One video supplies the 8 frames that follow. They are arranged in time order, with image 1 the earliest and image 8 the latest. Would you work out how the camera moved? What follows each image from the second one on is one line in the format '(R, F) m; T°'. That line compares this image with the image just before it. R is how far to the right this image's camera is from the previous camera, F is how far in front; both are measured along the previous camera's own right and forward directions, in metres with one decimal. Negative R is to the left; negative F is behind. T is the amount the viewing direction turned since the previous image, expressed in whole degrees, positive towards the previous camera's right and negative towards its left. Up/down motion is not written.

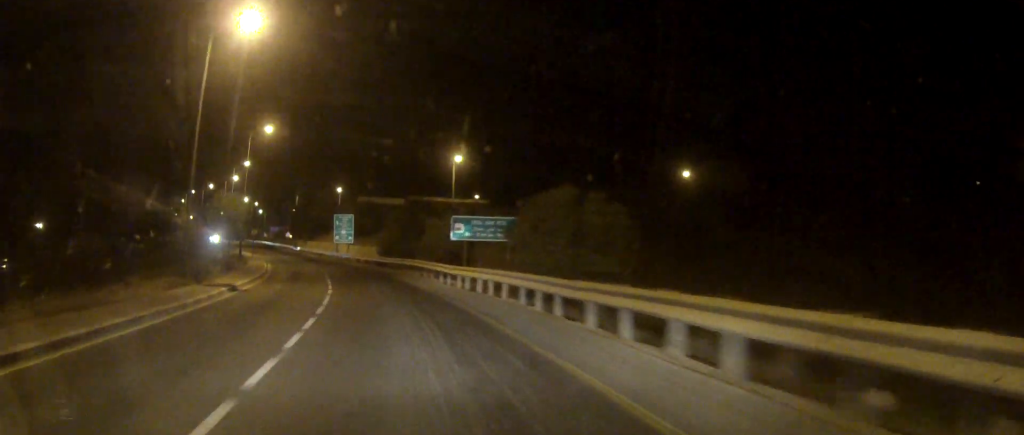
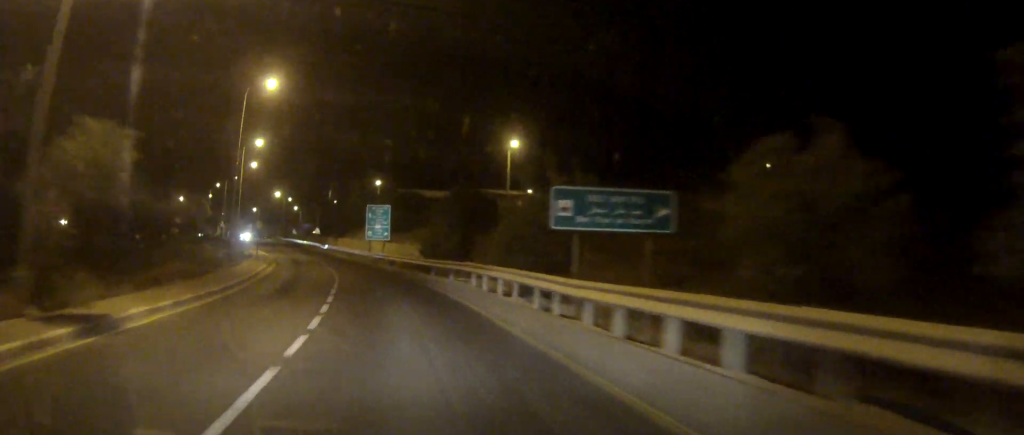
(-0.2, +15.3) m; -2°
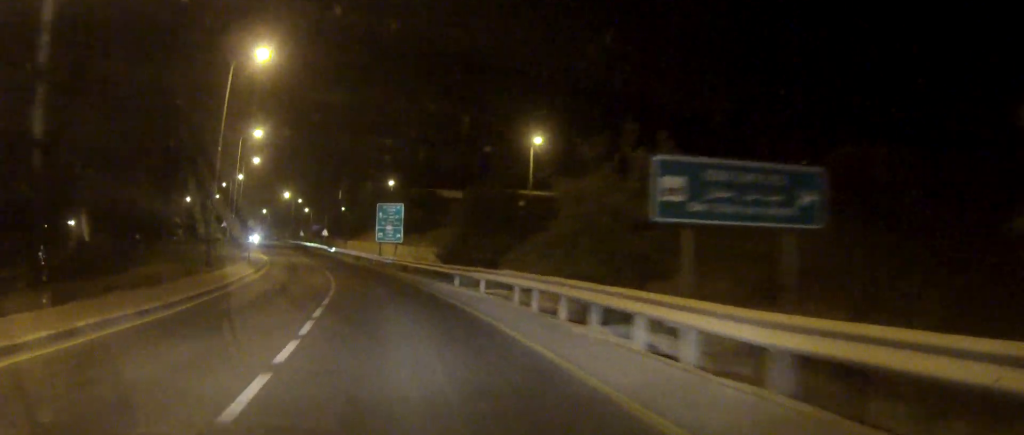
(-0.2, +7.0) m; -1°
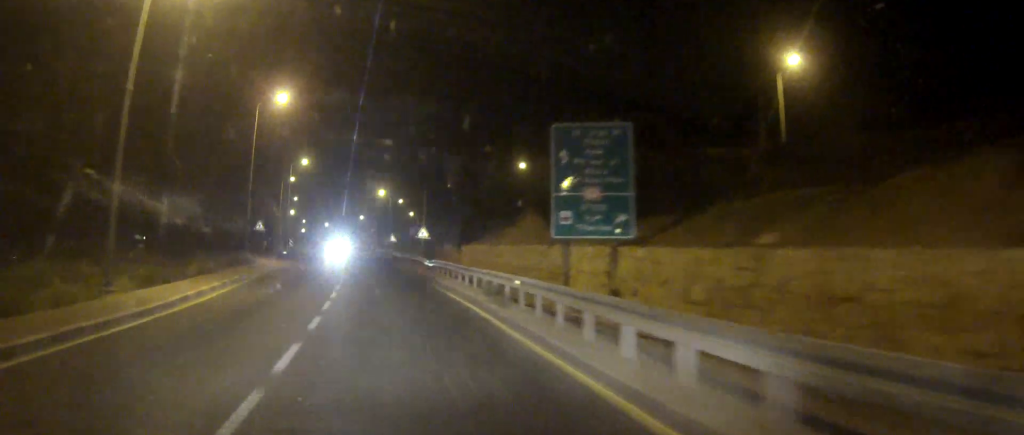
(-3.1, +41.3) m; -9°
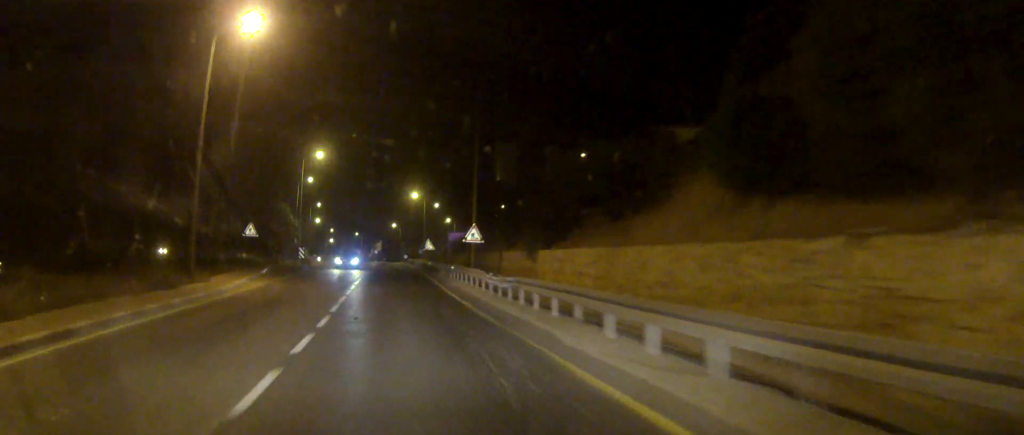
(-0.6, +17.5) m; -3°
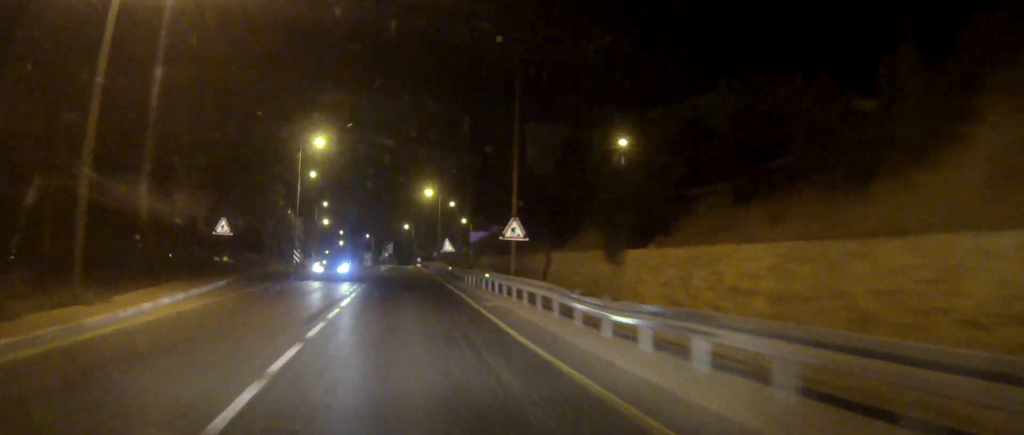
(-0.1, +11.2) m; -1°
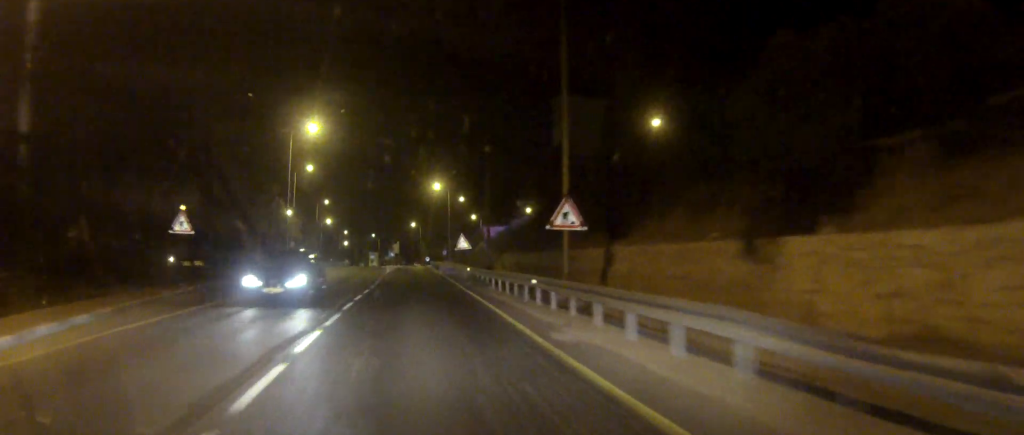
(0.0, +8.9) m; -1°
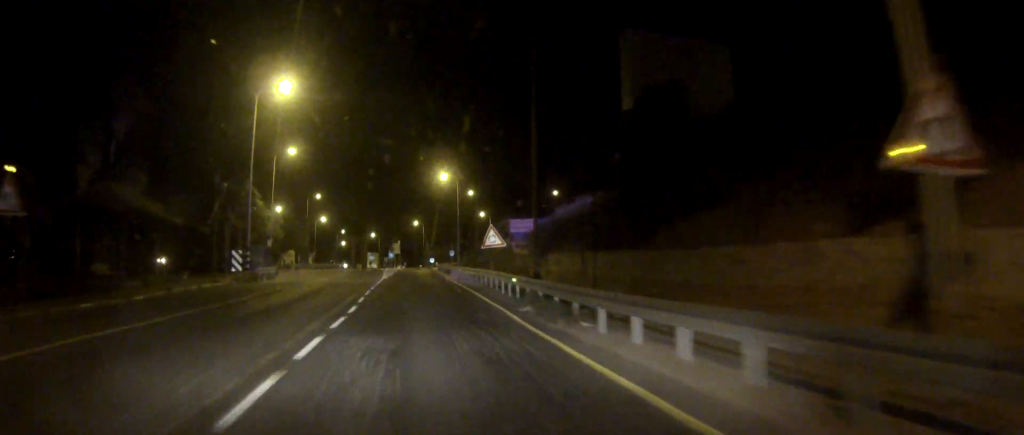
(-0.1, +15.9) m; -1°
